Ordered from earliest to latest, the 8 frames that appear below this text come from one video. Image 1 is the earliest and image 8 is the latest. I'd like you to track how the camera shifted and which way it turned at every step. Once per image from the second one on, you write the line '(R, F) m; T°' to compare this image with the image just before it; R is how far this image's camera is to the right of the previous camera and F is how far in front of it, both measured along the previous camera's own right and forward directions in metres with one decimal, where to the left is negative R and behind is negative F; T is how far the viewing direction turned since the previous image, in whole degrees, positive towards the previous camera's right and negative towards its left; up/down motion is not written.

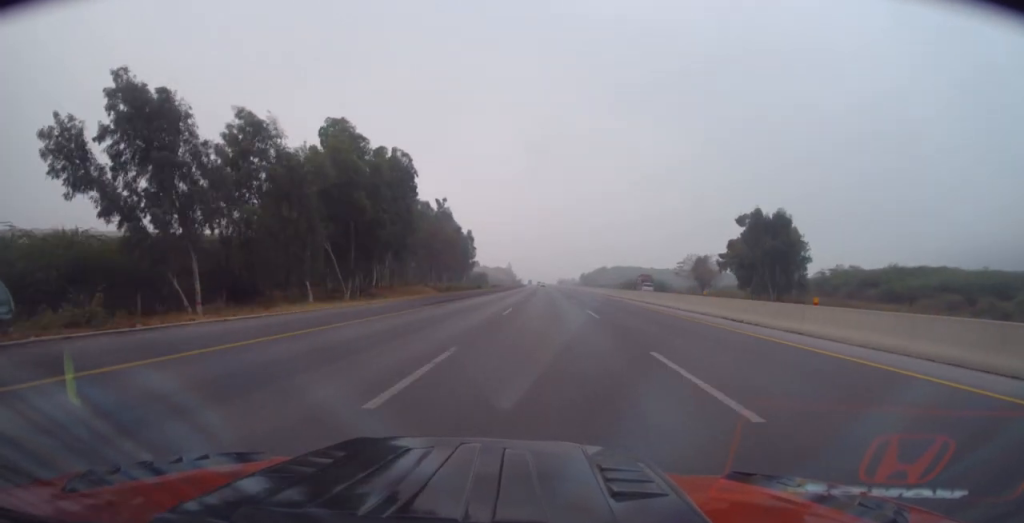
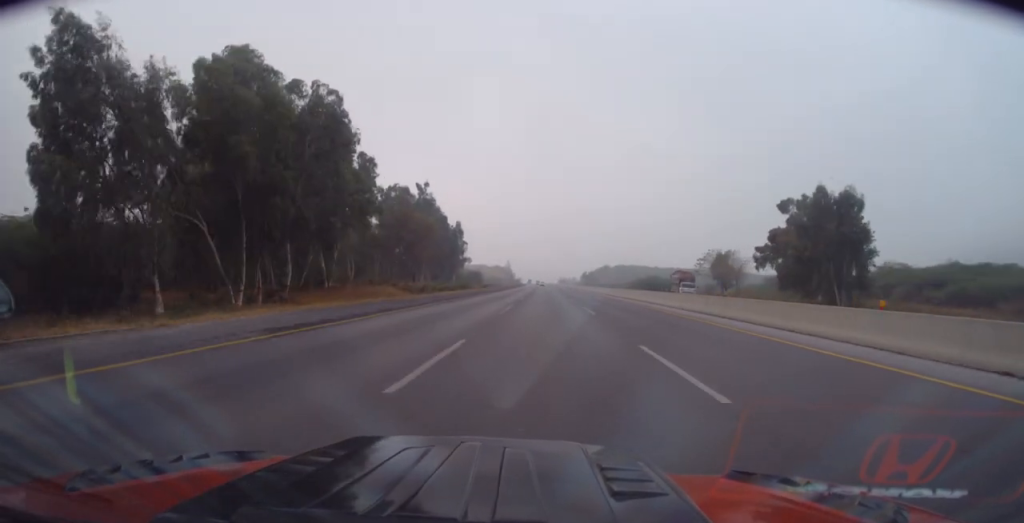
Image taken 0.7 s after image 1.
(+0.5, +17.1) m; -1°
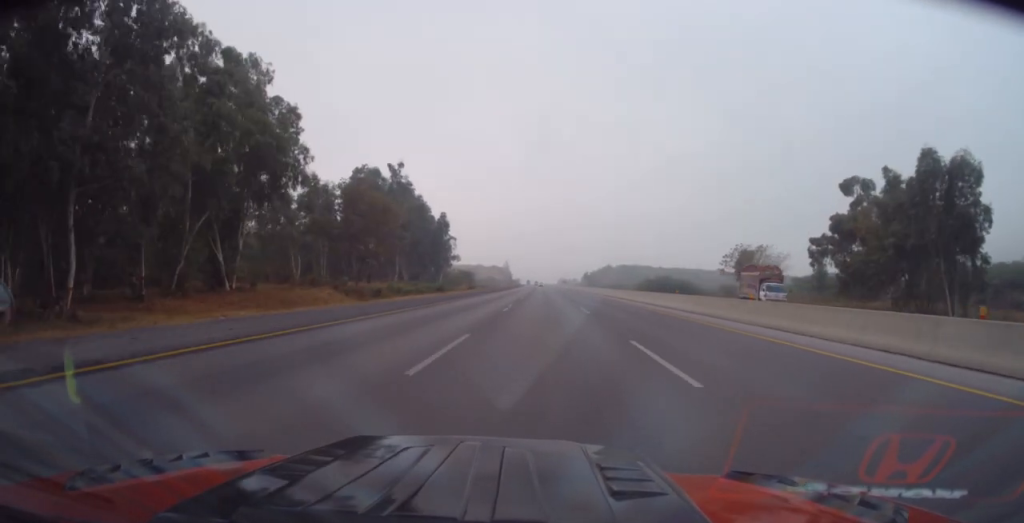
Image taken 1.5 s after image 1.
(-0.4, +17.0) m; -1°
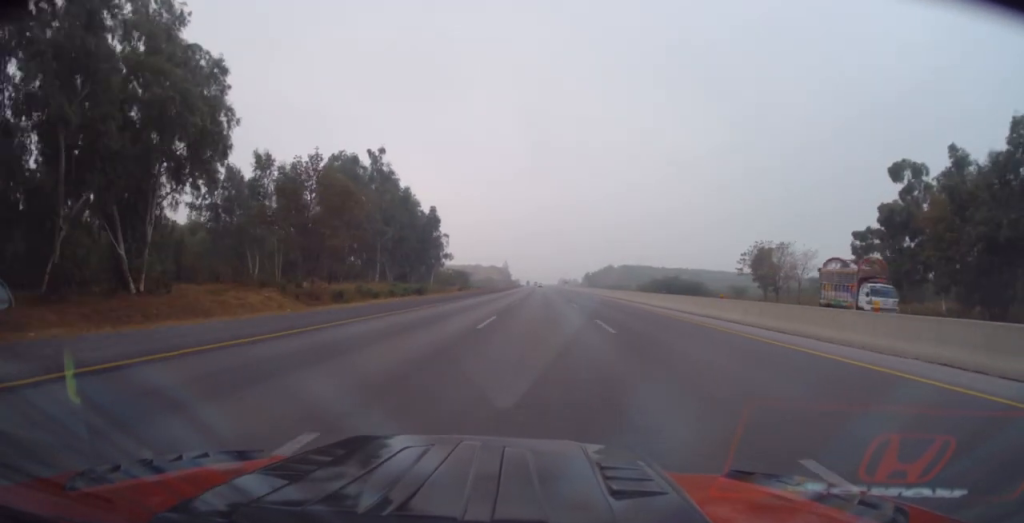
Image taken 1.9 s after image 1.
(-0.2, +9.3) m; -1°
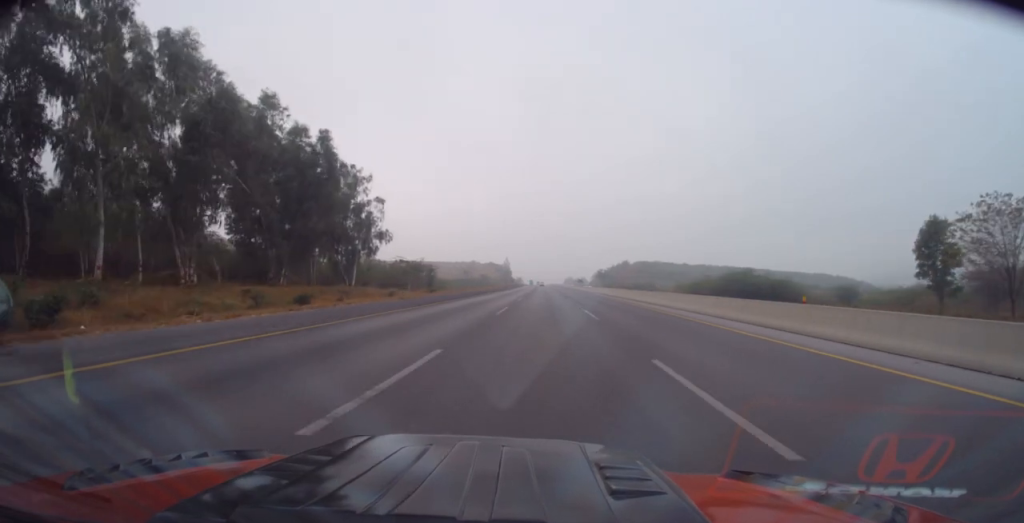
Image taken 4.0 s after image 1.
(+2.1, +47.9) m; +2°
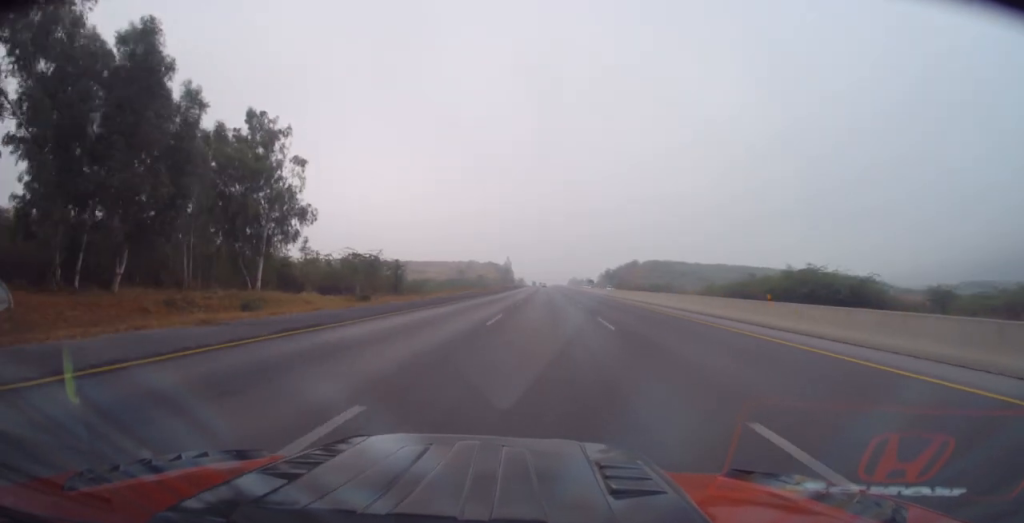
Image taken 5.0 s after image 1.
(-1.3, +22.7) m; -1°
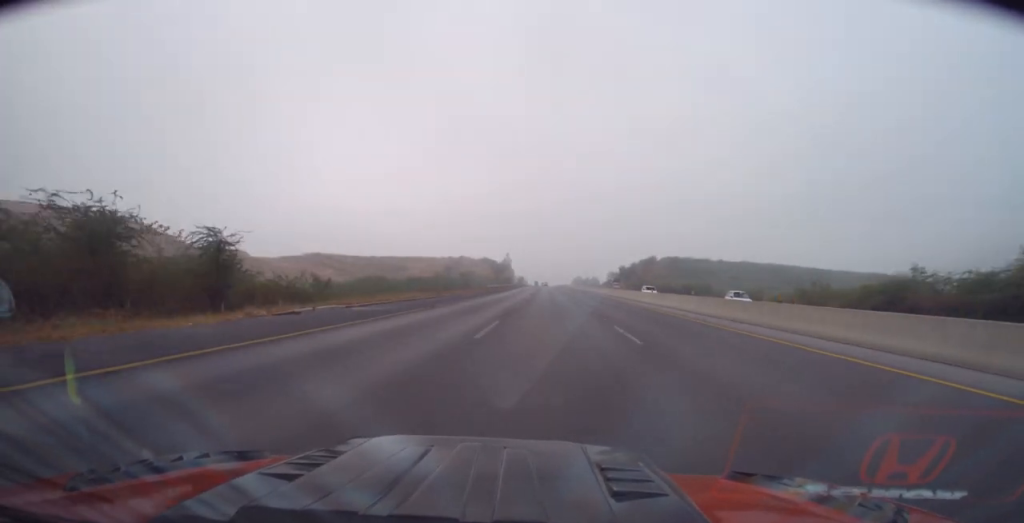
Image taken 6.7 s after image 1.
(+1.4, +39.9) m; 0°
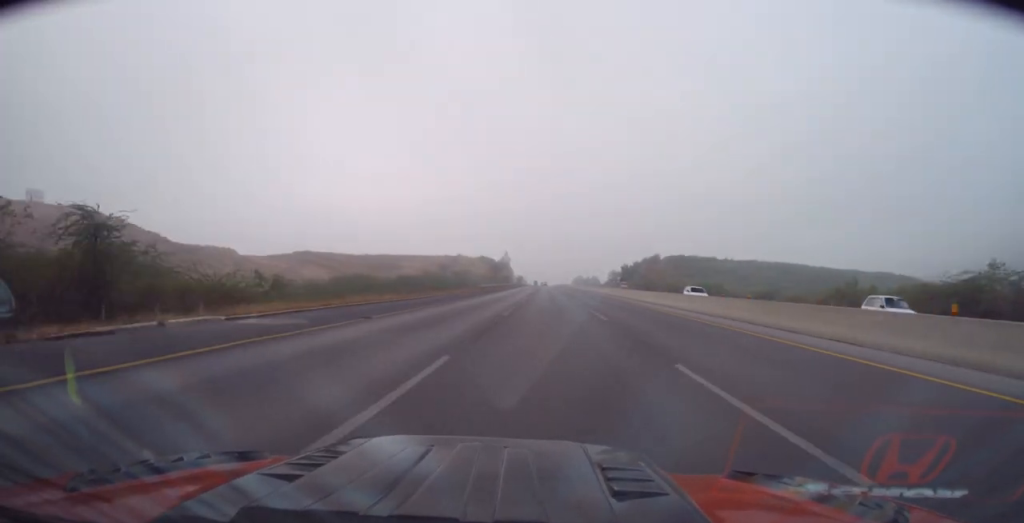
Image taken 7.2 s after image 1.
(-0.1, +9.8) m; 0°
